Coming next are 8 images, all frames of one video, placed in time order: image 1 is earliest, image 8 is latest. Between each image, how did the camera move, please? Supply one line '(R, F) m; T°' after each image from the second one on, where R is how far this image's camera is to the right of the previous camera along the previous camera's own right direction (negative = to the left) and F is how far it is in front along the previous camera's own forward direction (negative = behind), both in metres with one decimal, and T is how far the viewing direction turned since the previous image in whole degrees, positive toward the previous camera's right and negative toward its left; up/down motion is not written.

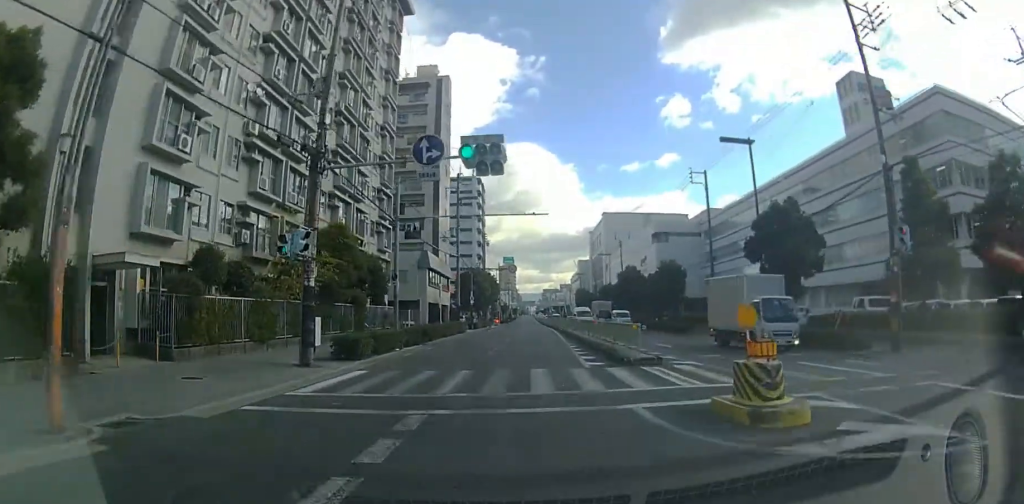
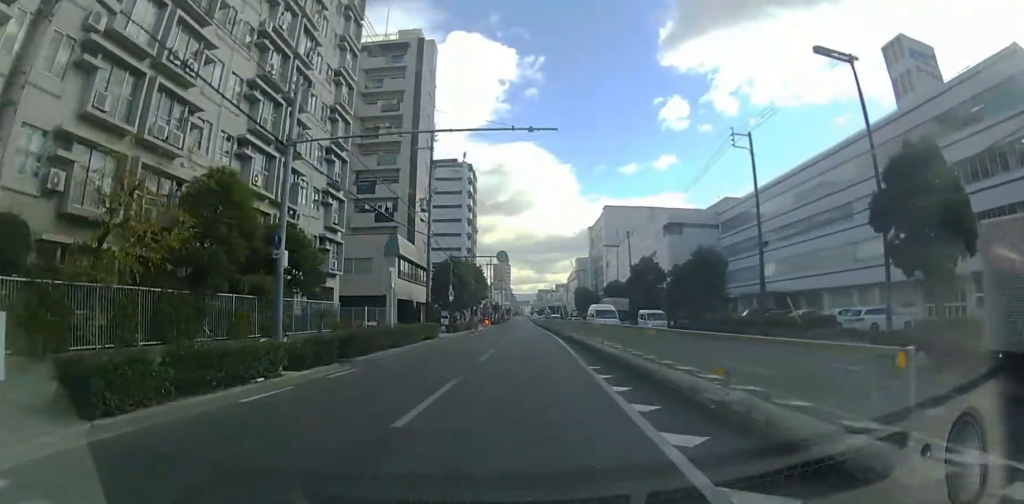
(-0.1, +10.7) m; 0°
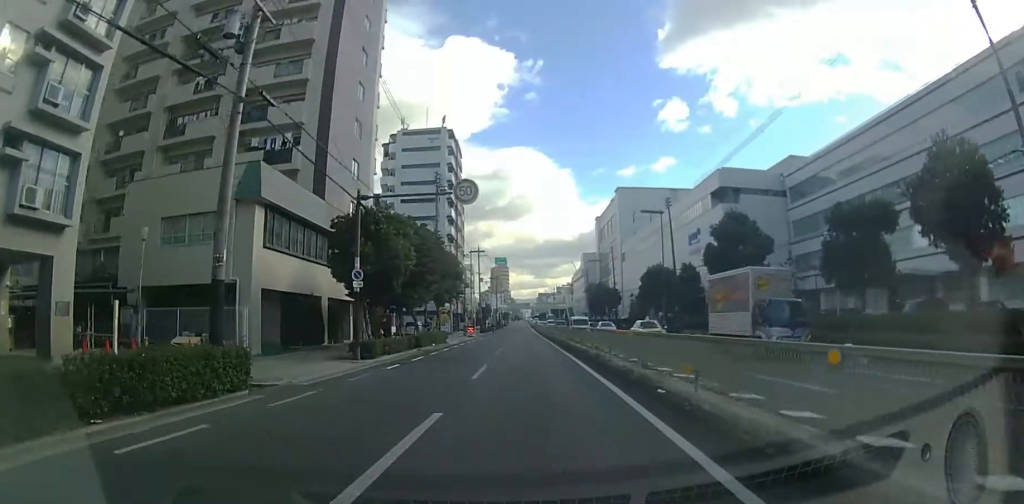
(+0.3, +22.6) m; +1°
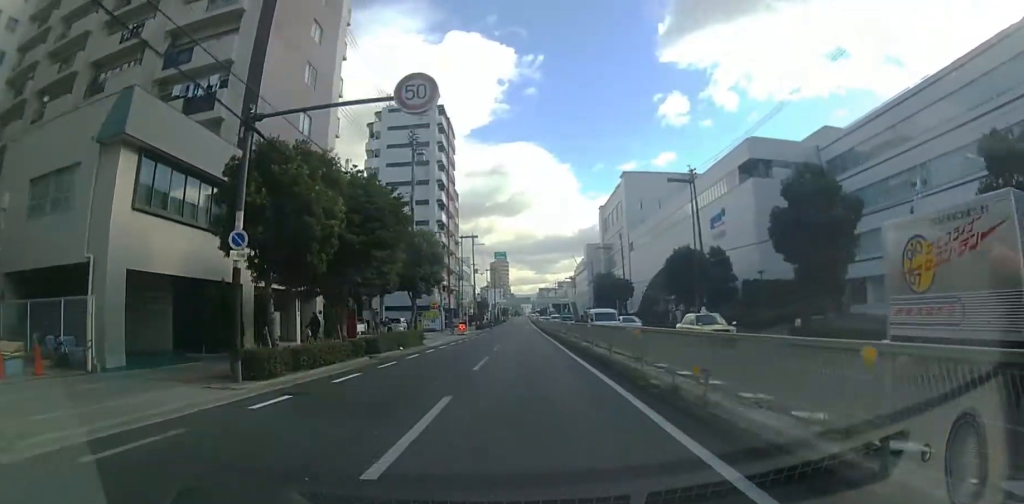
(0.0, +8.3) m; 0°
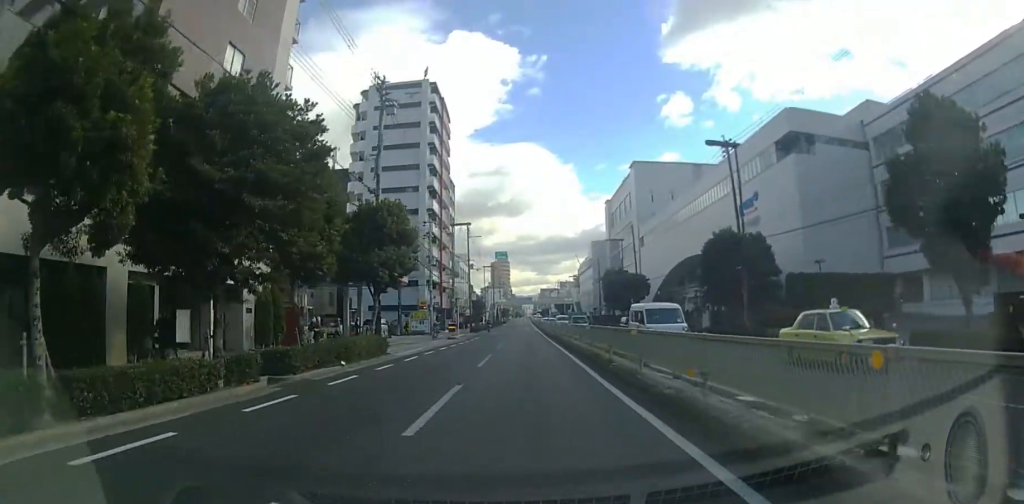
(0.0, +7.9) m; 0°
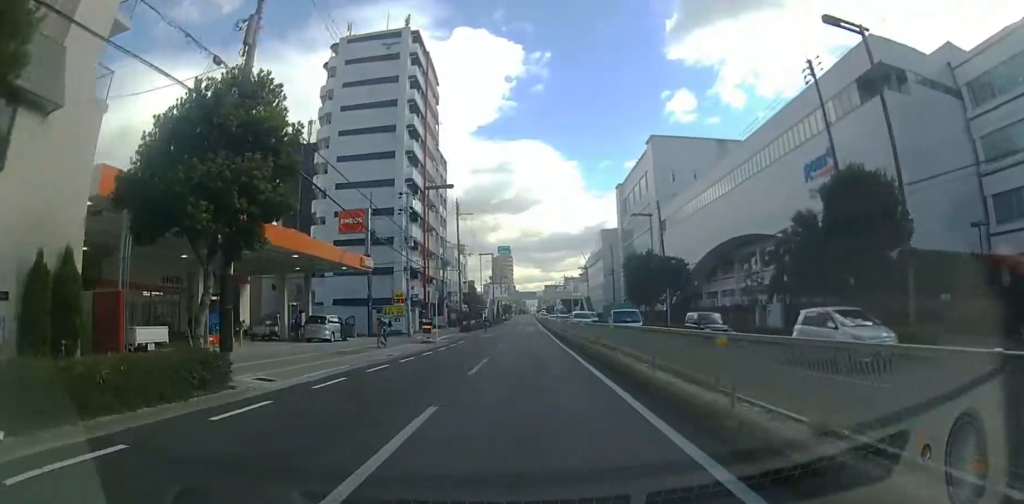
(+0.1, +13.0) m; +1°
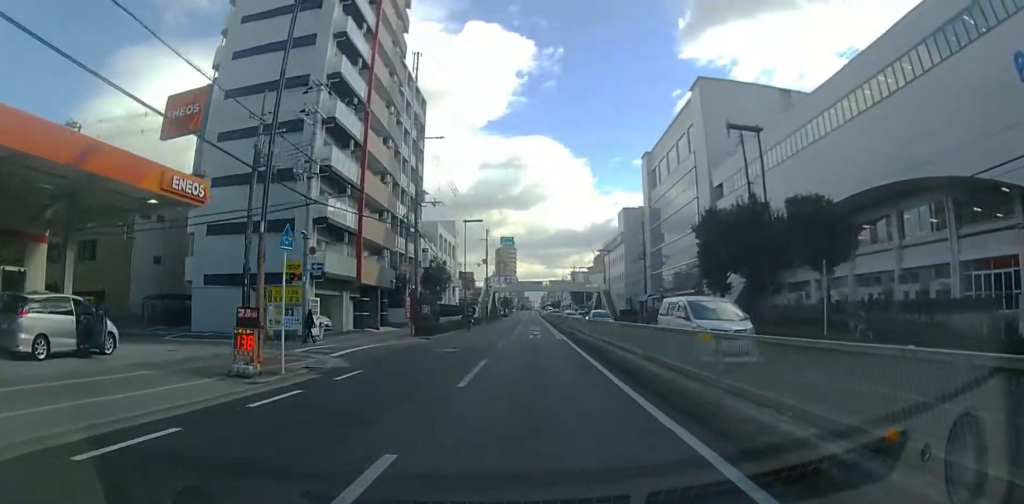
(0.0, +22.7) m; -1°
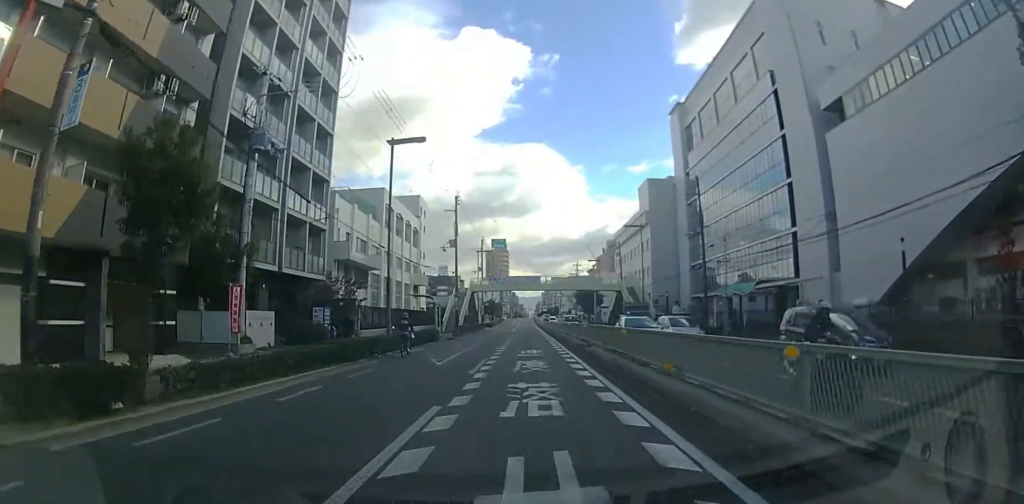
(-0.3, +27.4) m; -2°
